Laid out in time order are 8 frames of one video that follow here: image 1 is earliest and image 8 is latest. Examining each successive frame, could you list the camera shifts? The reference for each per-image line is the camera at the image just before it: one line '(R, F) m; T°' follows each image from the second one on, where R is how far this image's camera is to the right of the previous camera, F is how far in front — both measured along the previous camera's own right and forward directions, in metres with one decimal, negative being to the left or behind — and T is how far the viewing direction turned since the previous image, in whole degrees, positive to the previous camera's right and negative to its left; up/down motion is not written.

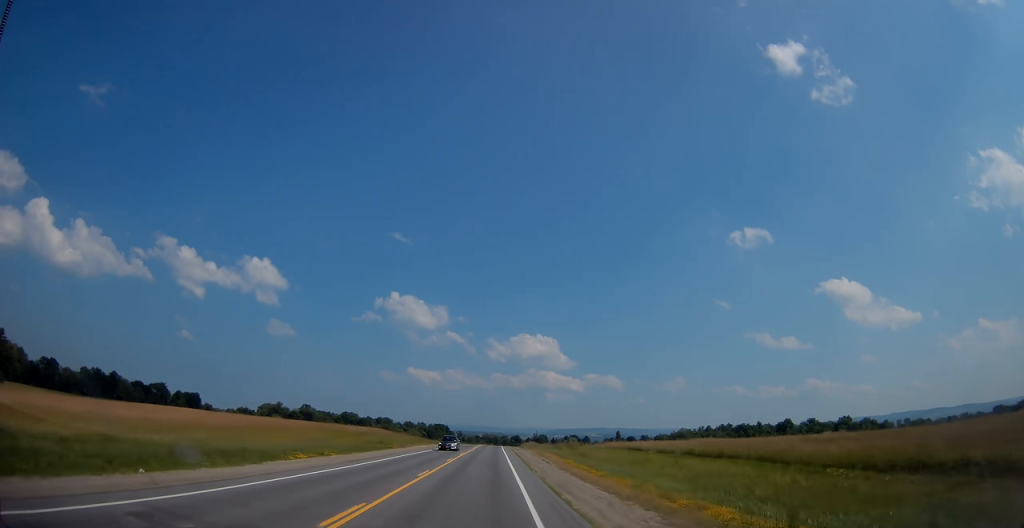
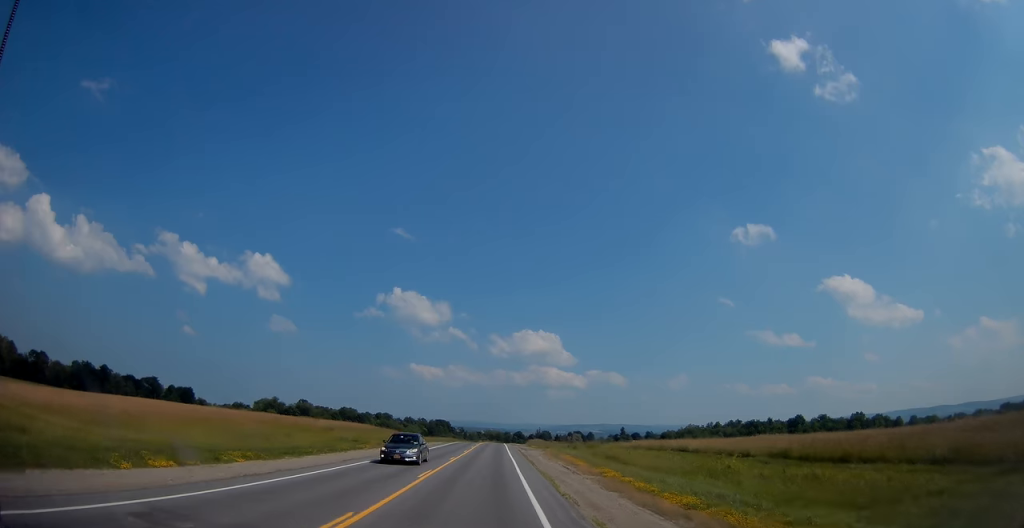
(-0.1, +13.7) m; 0°
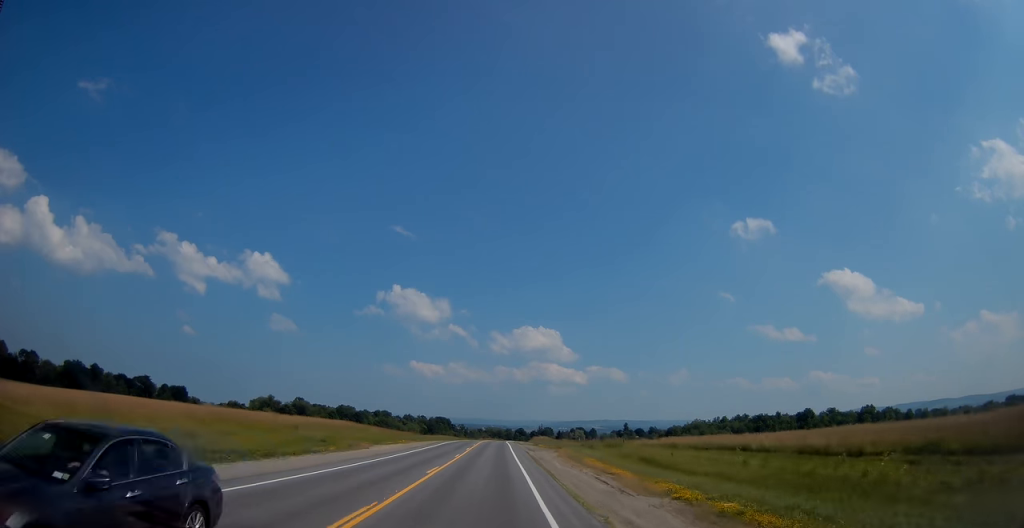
(0.0, +11.1) m; 0°
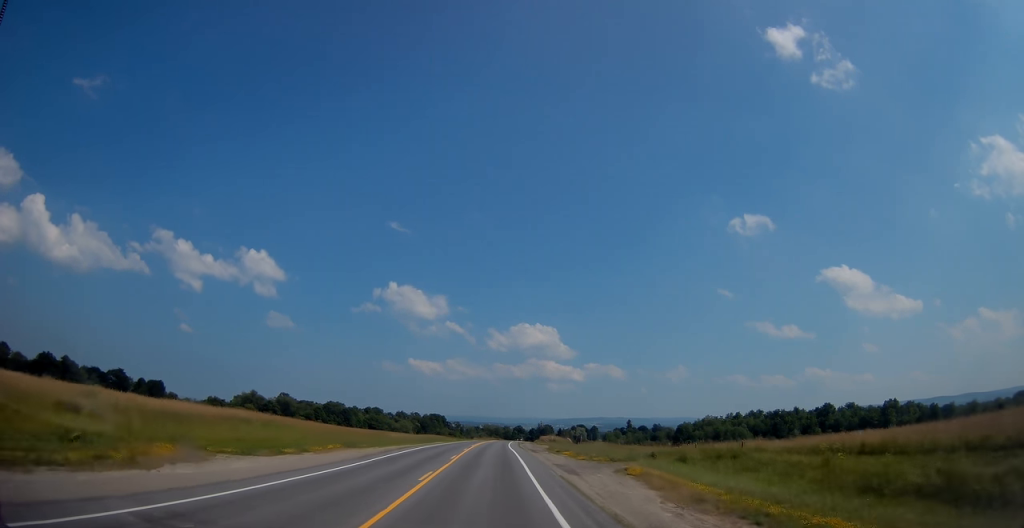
(+0.1, +28.3) m; 0°
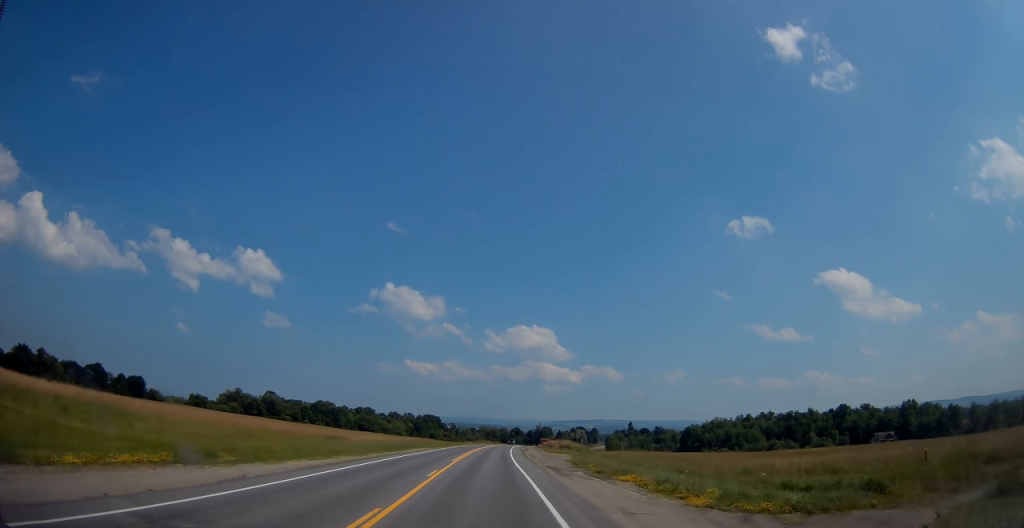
(+0.1, +21.5) m; 0°
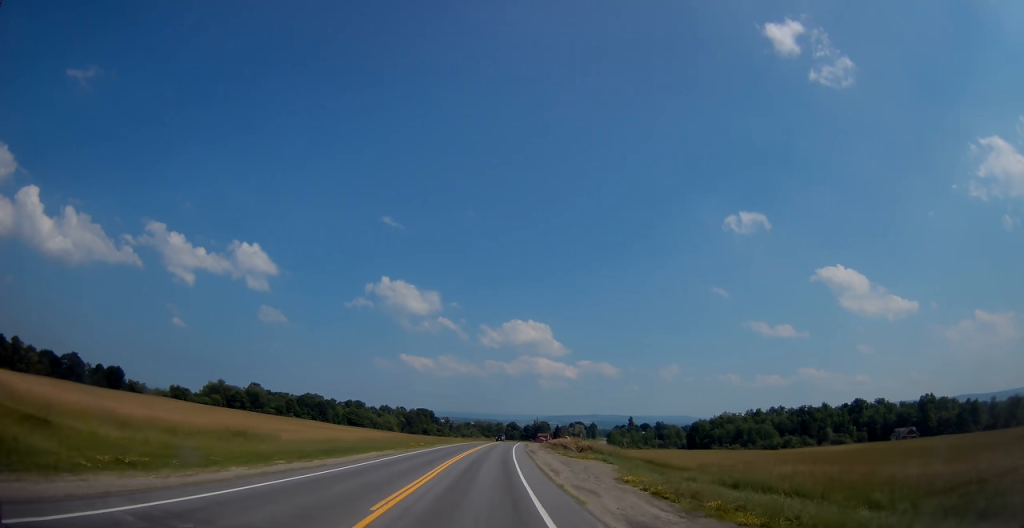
(-0.1, +20.7) m; 0°
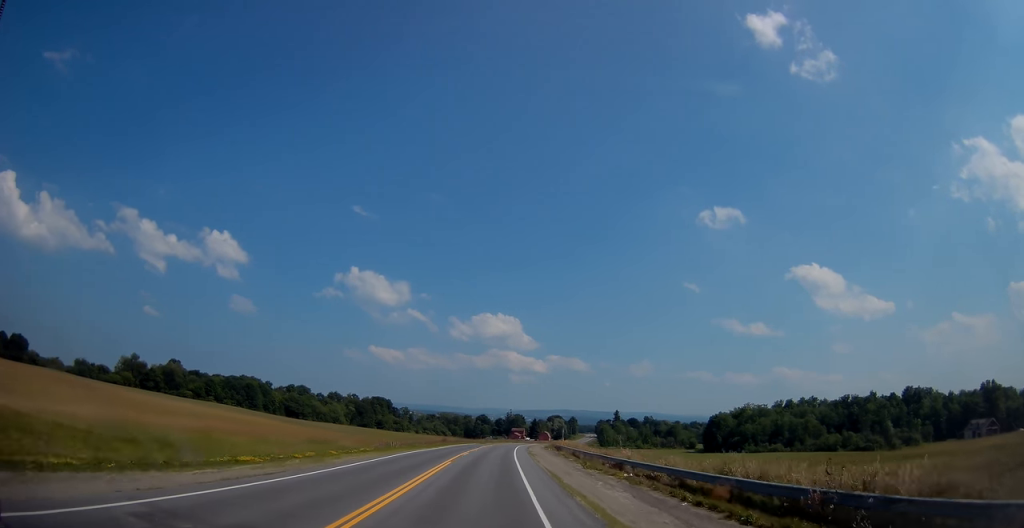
(+1.5, +71.4) m; +3°
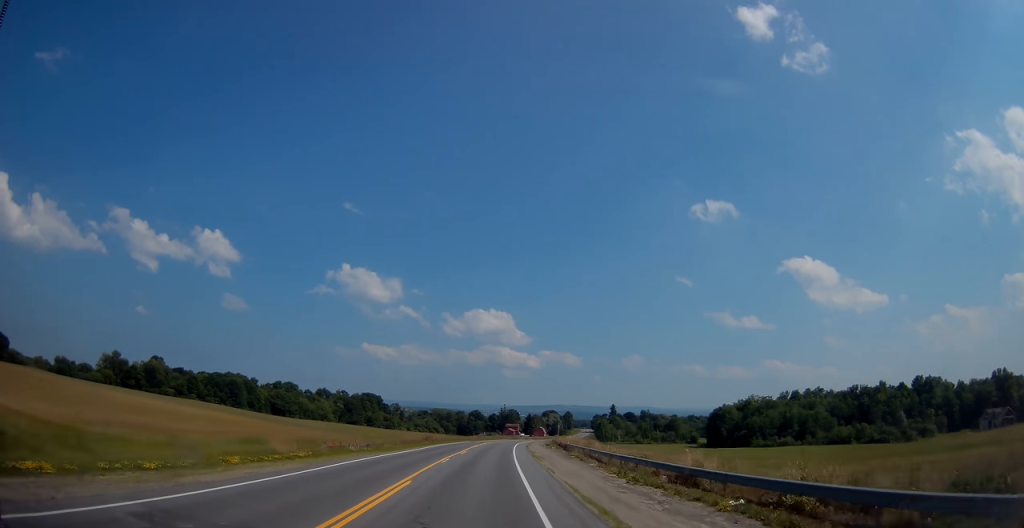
(0.0, +12.4) m; +1°
